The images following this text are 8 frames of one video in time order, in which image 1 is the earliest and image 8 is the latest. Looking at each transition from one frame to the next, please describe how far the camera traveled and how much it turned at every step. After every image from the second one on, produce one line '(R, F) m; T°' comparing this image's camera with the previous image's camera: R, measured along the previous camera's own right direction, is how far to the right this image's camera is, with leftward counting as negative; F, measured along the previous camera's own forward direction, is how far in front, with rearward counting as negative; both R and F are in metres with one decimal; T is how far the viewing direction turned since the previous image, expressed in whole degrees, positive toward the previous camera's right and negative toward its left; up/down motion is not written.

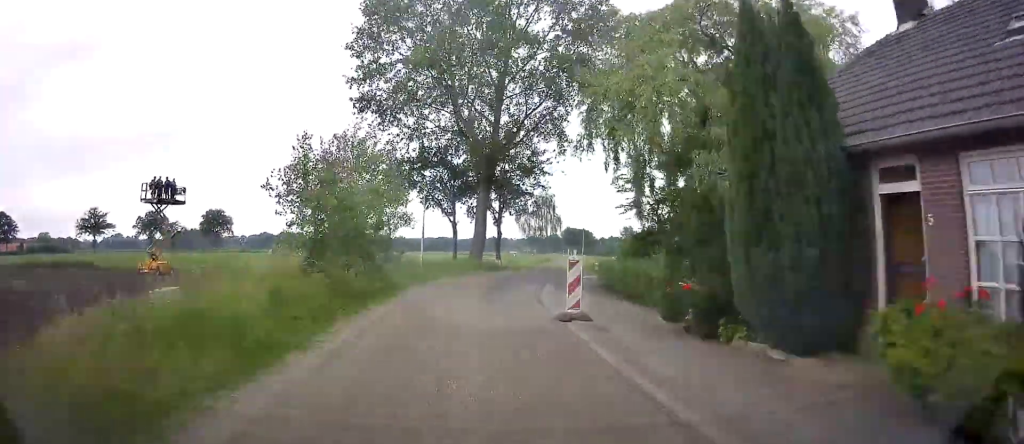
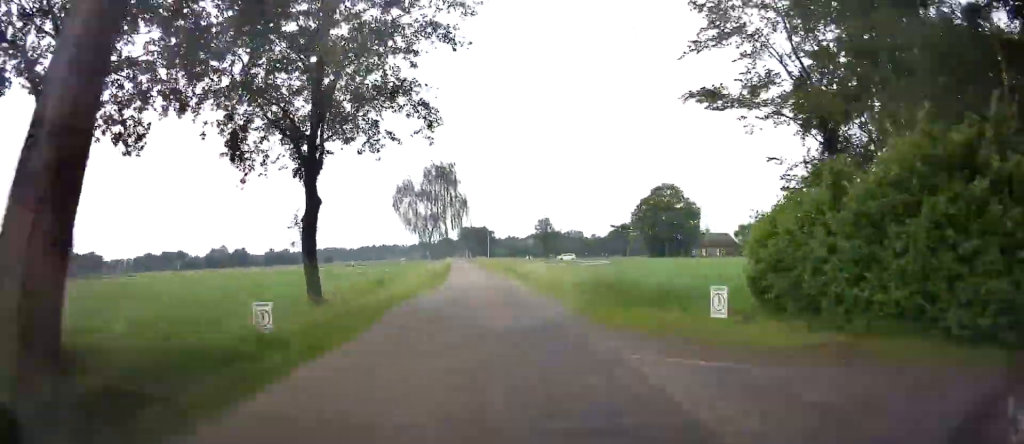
(+2.0, +33.4) m; +6°
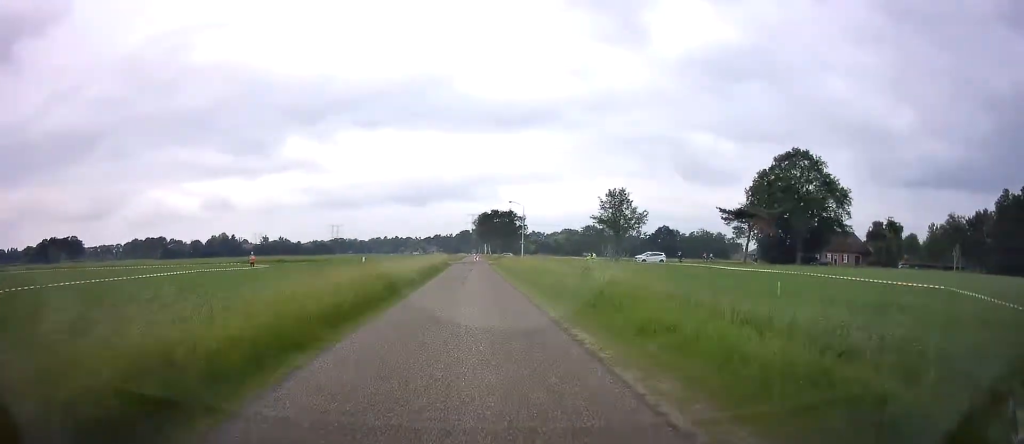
(+2.7, +52.3) m; +5°
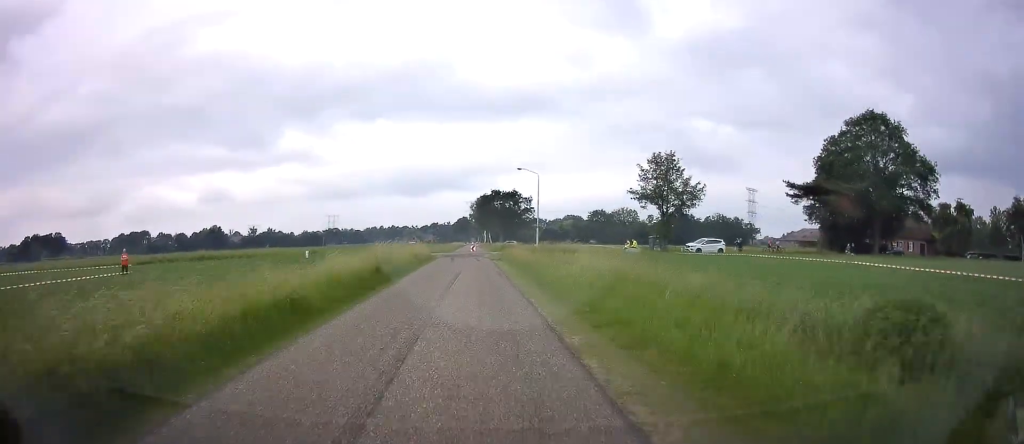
(+0.3, +21.0) m; 0°
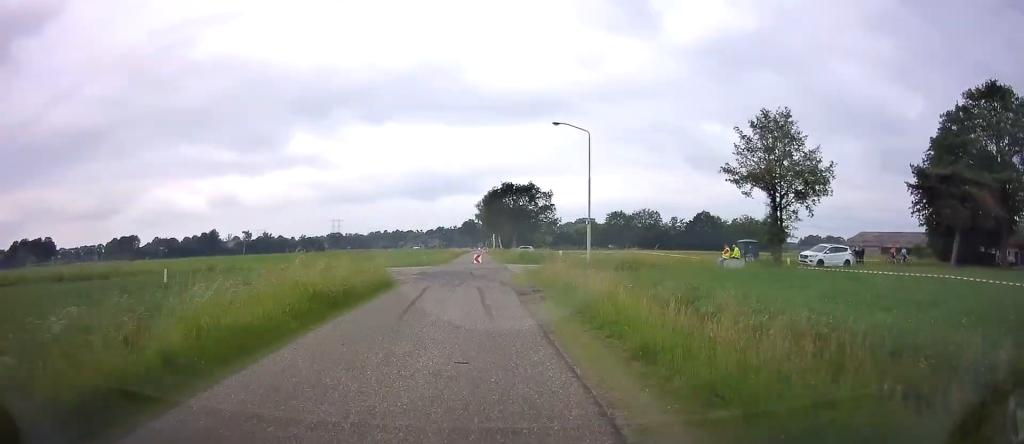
(-0.4, +24.8) m; -1°
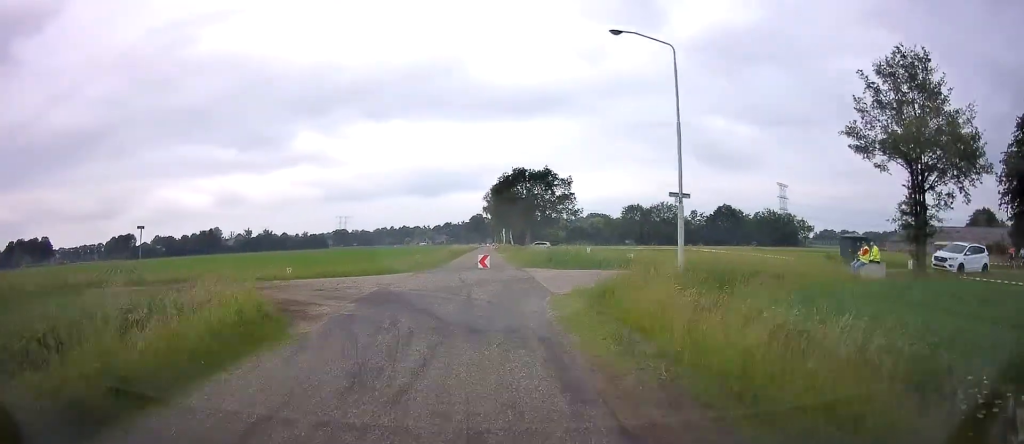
(+0.2, +15.6) m; -2°
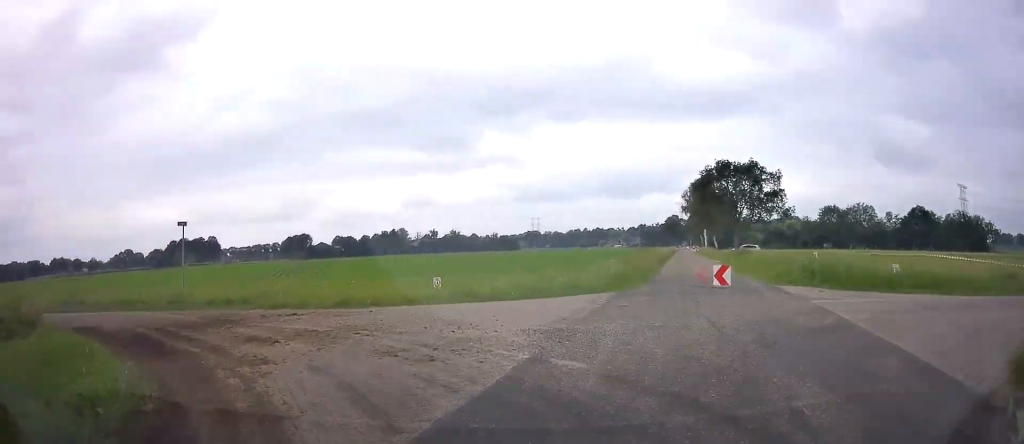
(-0.7, +11.5) m; -14°
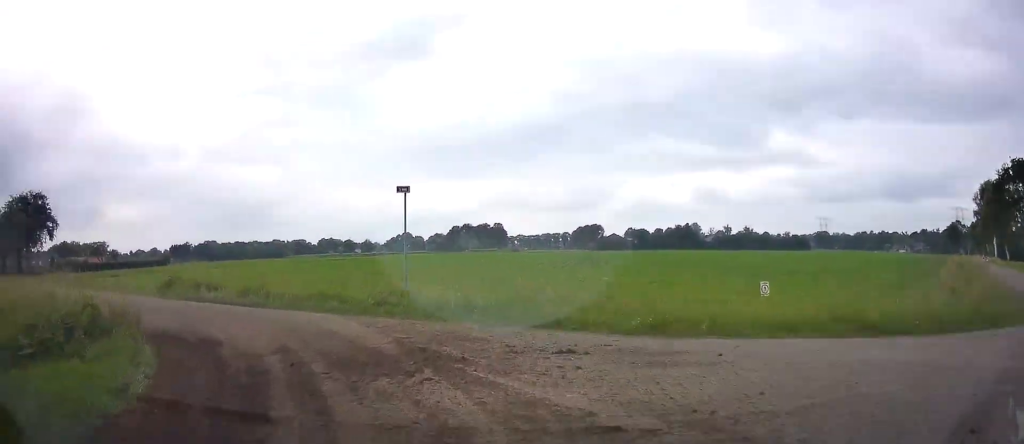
(-1.4, +6.8) m; -21°
